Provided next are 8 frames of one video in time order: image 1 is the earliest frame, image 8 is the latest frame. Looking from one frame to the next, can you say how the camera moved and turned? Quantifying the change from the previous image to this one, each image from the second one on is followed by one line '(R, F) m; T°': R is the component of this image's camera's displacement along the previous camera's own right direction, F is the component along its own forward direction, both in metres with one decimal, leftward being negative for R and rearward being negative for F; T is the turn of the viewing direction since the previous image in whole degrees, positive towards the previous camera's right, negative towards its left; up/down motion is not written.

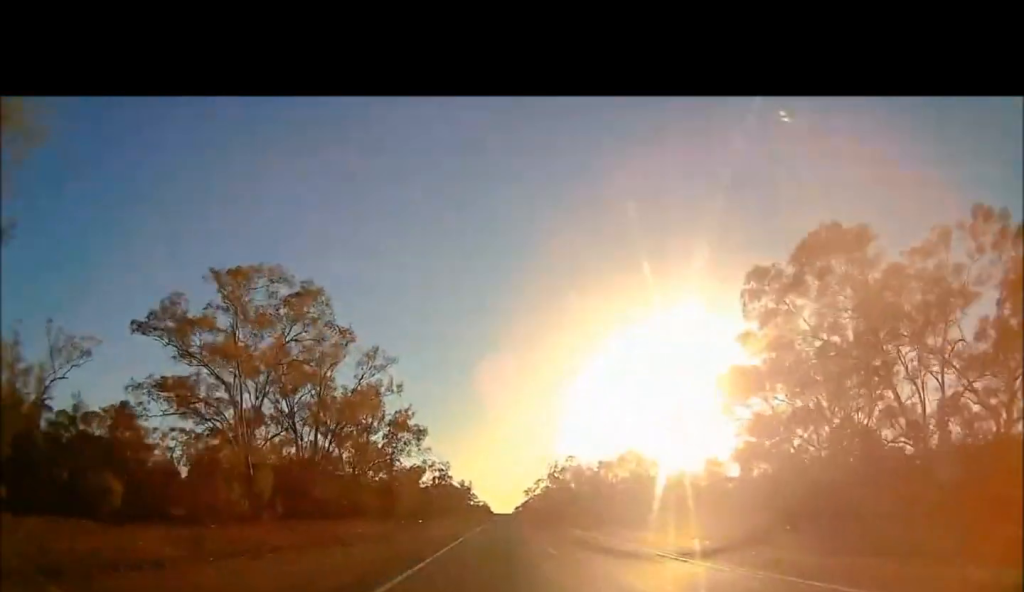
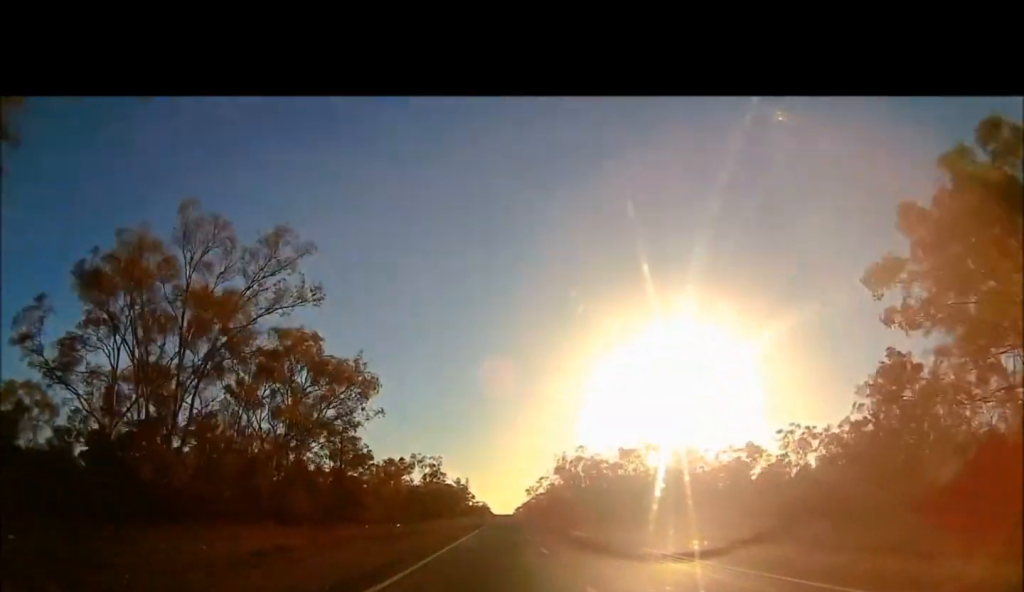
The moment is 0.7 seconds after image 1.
(0.0, +21.1) m; -1°
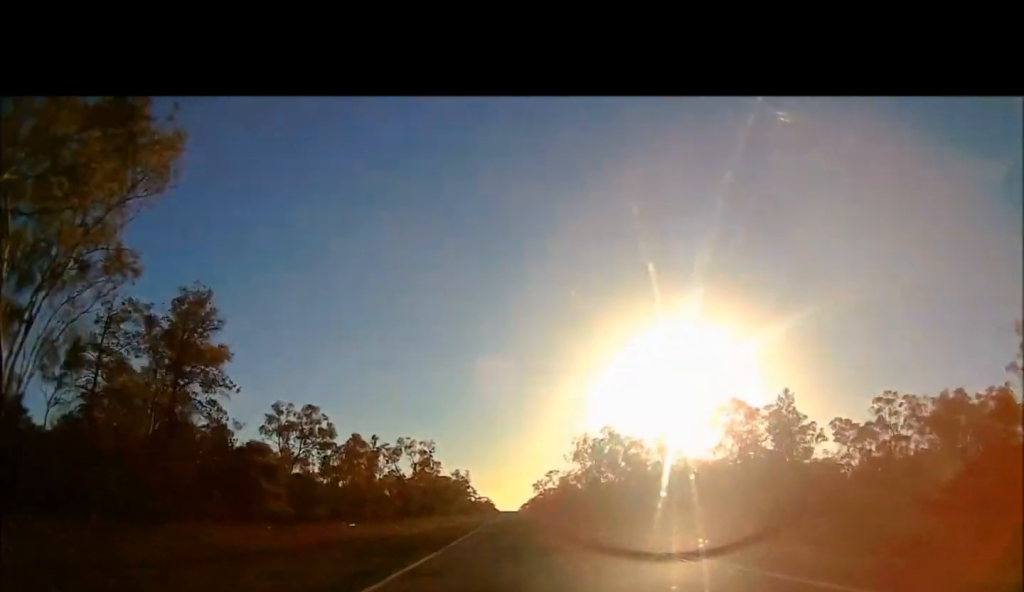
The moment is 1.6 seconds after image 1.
(-0.8, +26.3) m; +1°
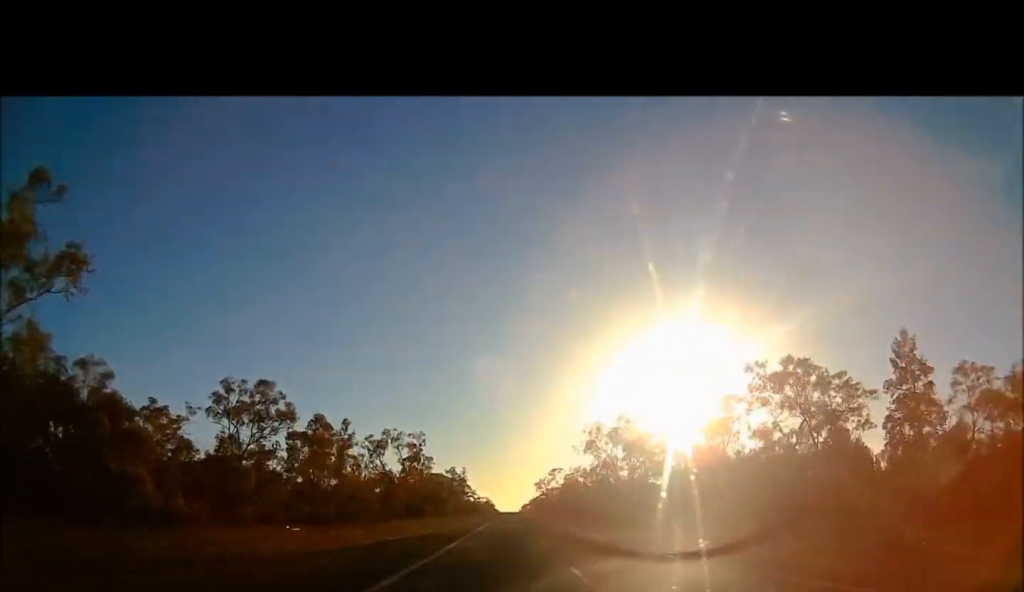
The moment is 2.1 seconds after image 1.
(+0.8, +17.7) m; +1°
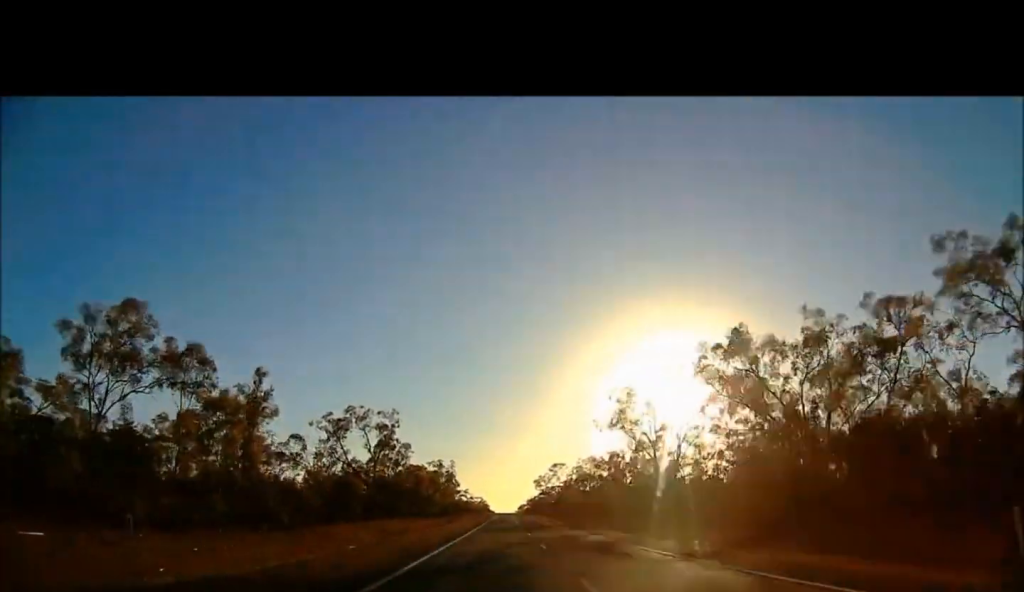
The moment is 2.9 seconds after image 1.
(+0.4, +29.7) m; 0°
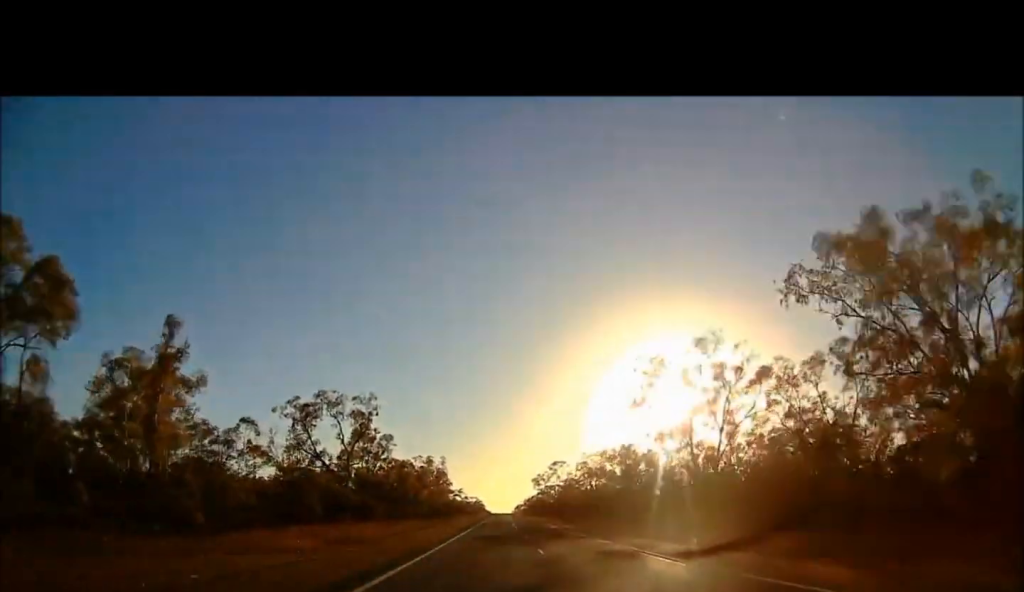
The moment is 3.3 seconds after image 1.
(-0.2, +15.5) m; -1°
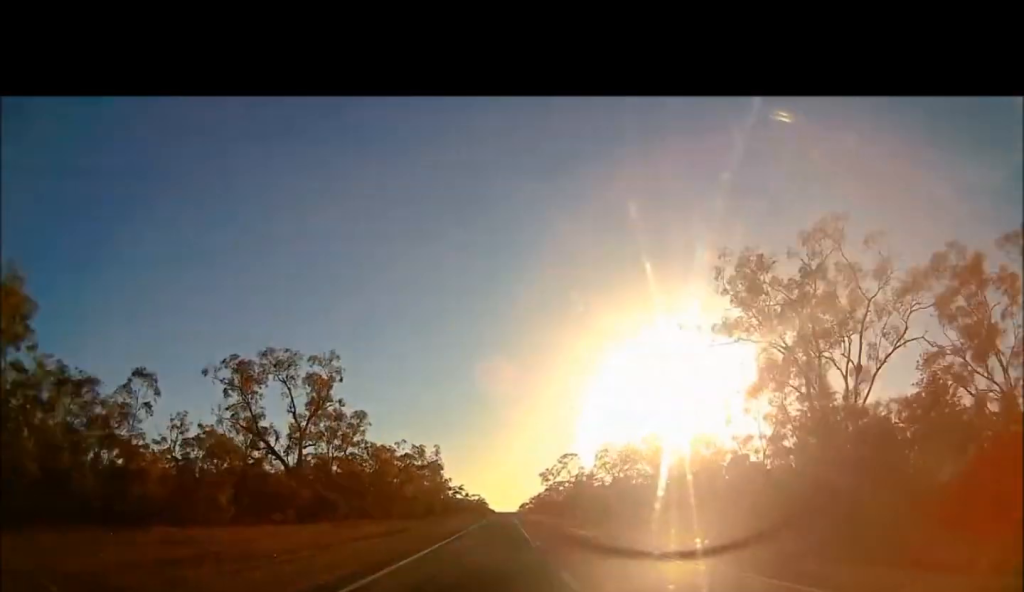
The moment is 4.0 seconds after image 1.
(-0.1, +22.3) m; 0°
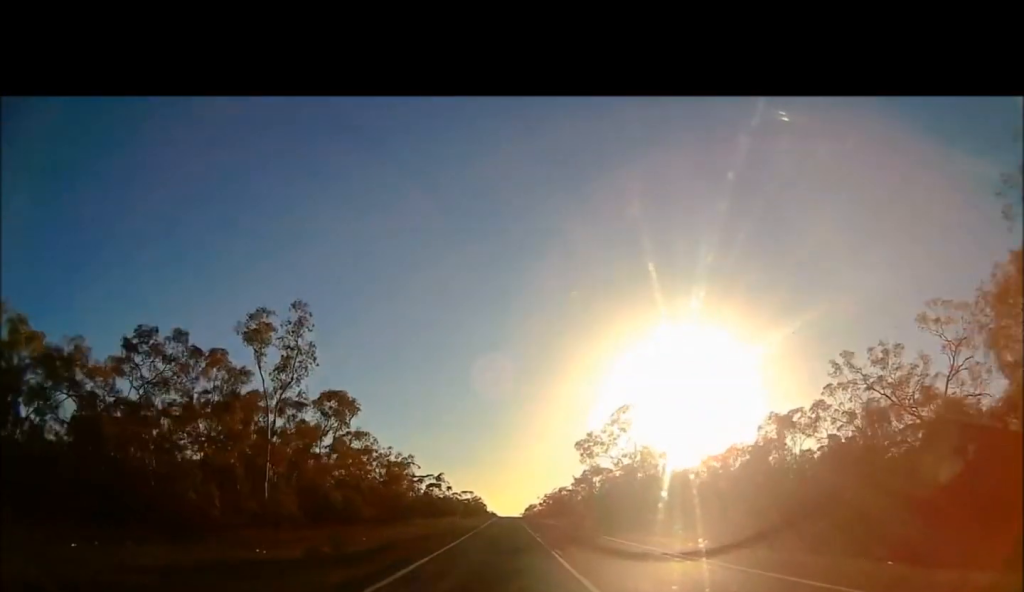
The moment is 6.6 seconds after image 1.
(0.0, +91.1) m; 0°
